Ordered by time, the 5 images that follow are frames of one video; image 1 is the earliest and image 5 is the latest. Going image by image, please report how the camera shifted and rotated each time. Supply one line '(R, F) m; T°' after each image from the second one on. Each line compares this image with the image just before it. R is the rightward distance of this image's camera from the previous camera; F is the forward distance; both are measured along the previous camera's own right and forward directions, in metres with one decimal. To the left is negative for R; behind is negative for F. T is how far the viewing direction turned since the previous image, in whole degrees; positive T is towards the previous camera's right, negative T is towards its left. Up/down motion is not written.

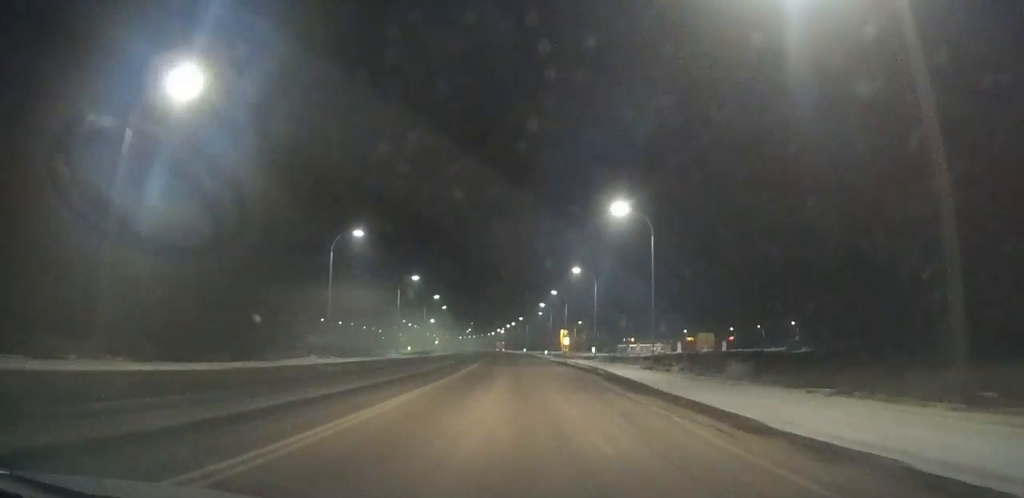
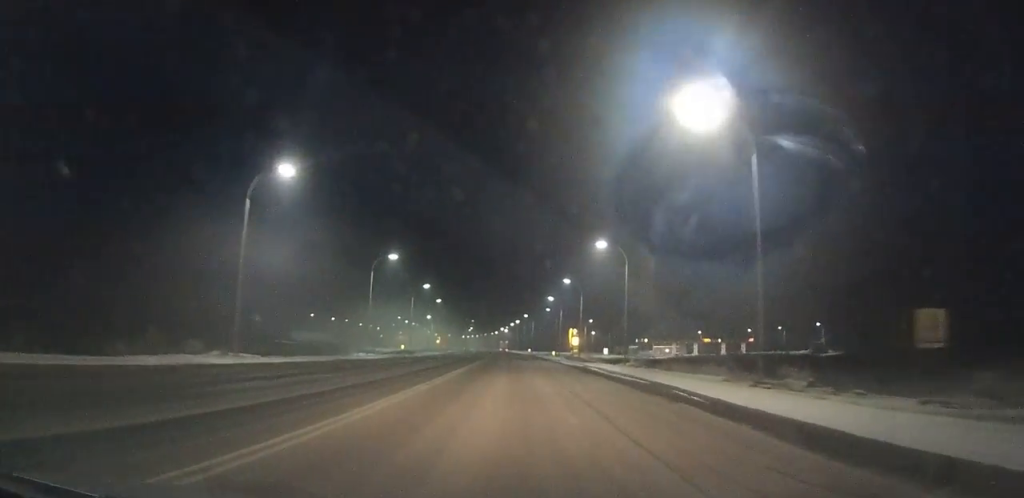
(-0.1, +18.2) m; 0°
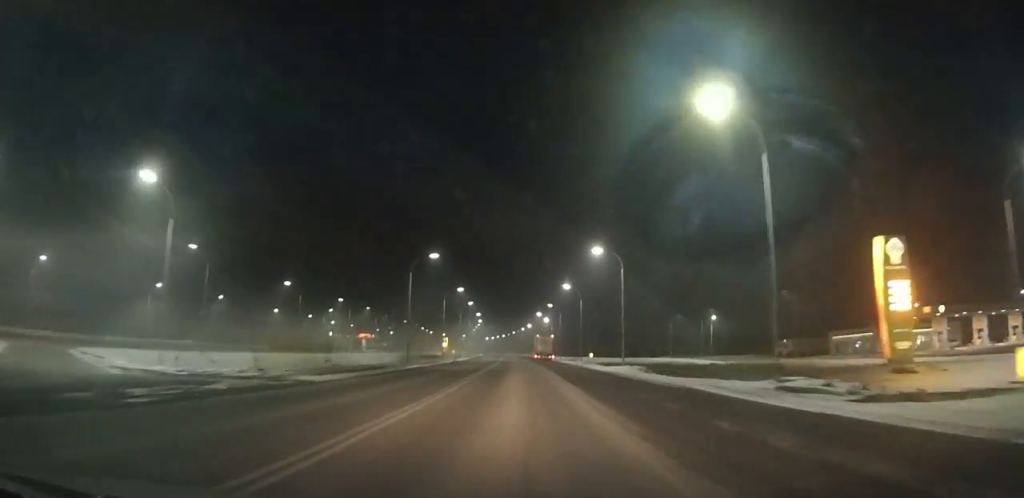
(-5.4, +151.8) m; -4°
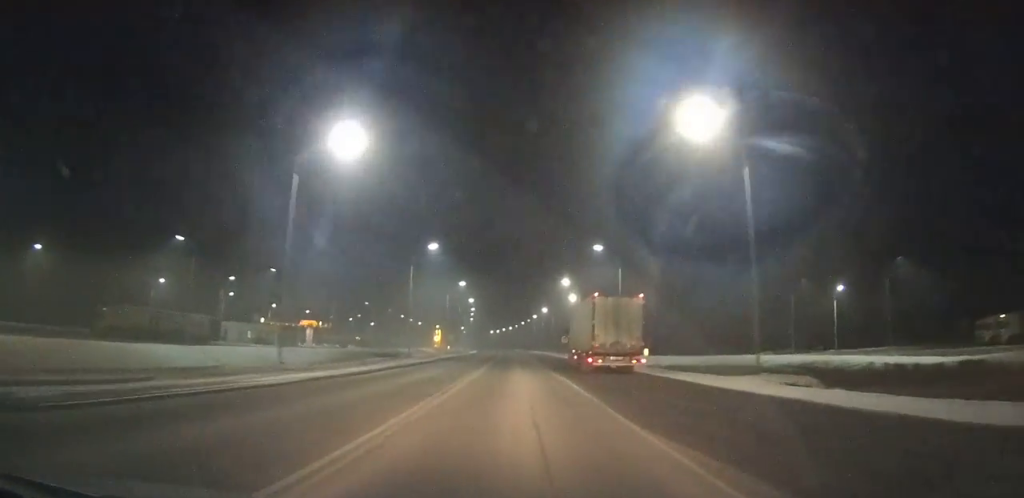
(-0.4, +63.5) m; 0°
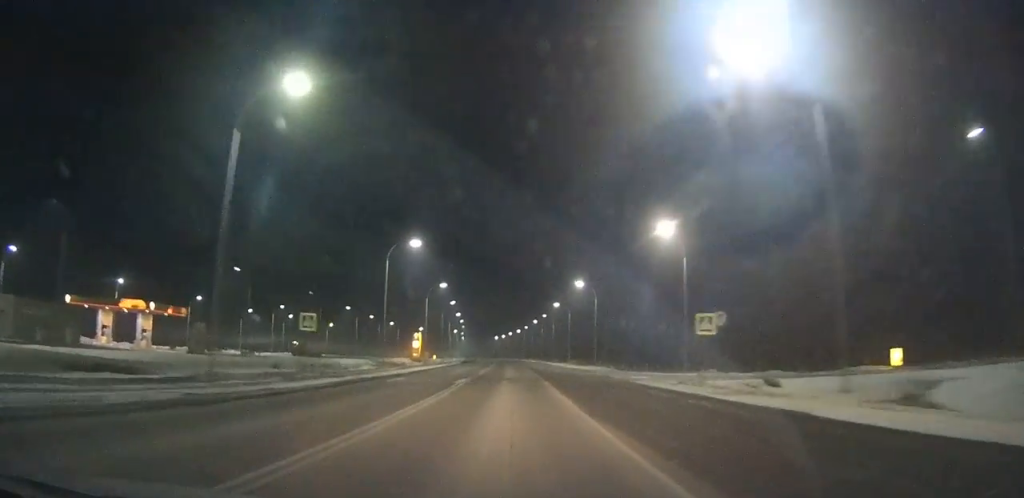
(0.0, +71.8) m; -1°
